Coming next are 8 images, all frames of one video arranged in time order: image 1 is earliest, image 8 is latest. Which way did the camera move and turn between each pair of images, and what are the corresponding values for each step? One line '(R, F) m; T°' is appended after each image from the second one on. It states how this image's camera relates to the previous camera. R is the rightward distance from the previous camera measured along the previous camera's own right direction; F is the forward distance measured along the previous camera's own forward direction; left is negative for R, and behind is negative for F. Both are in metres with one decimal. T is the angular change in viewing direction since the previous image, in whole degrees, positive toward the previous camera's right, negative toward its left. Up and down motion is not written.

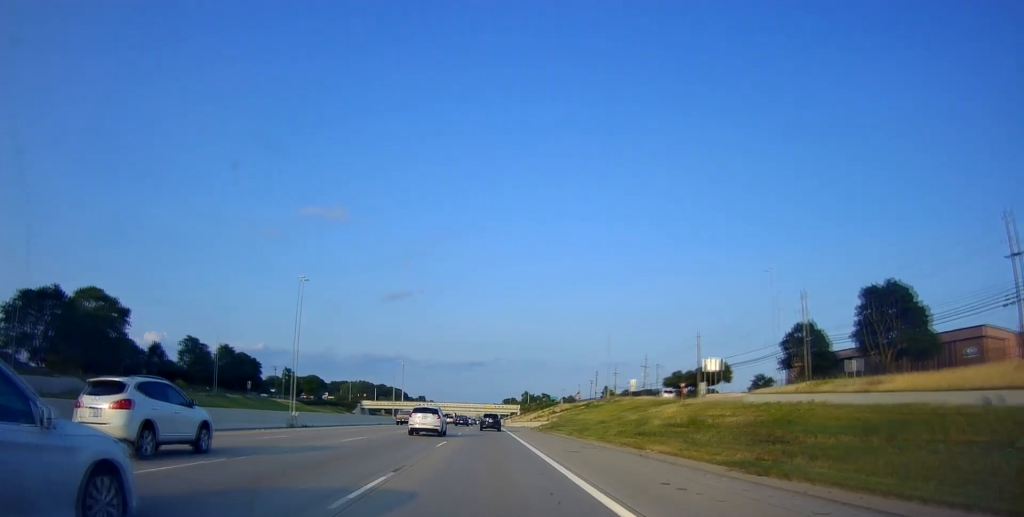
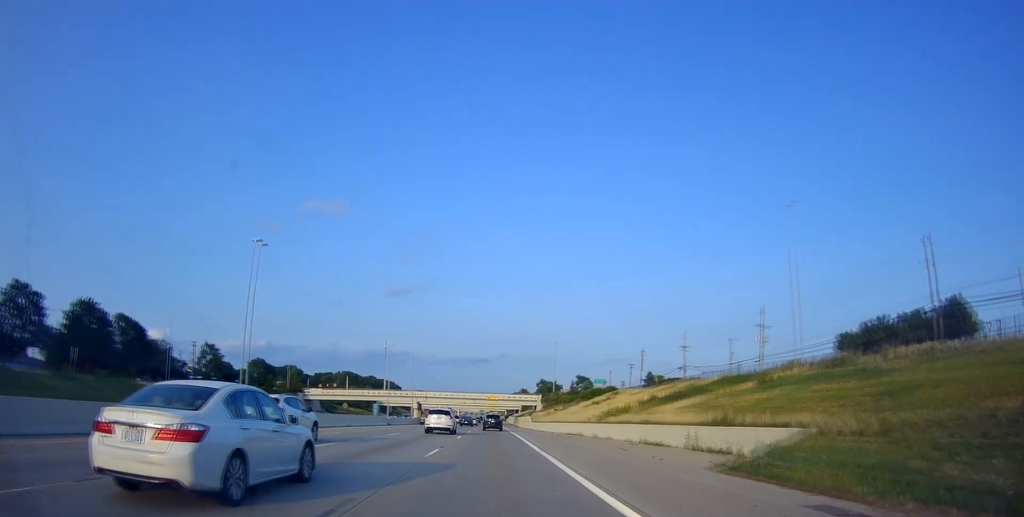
(+0.6, +67.3) m; +1°
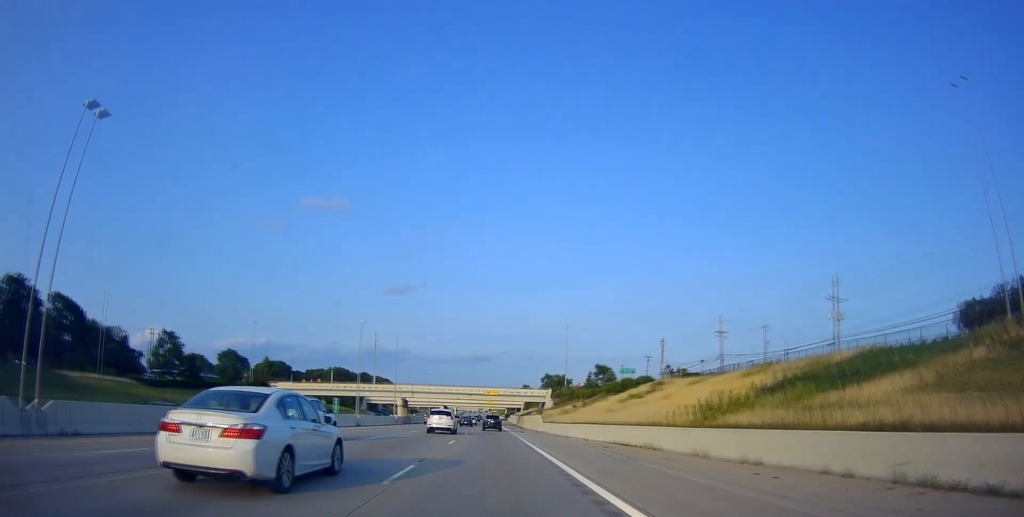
(0.0, +21.6) m; 0°
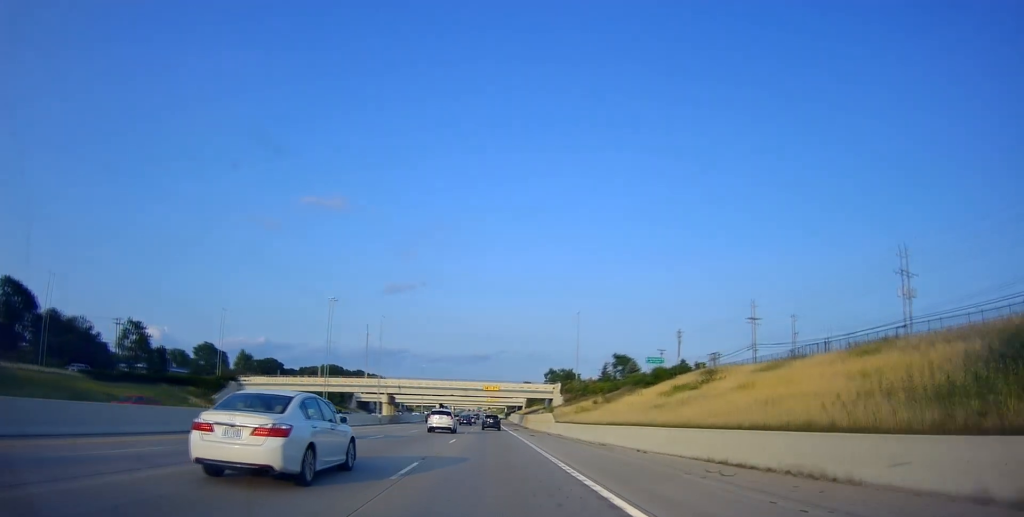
(0.0, +14.4) m; 0°
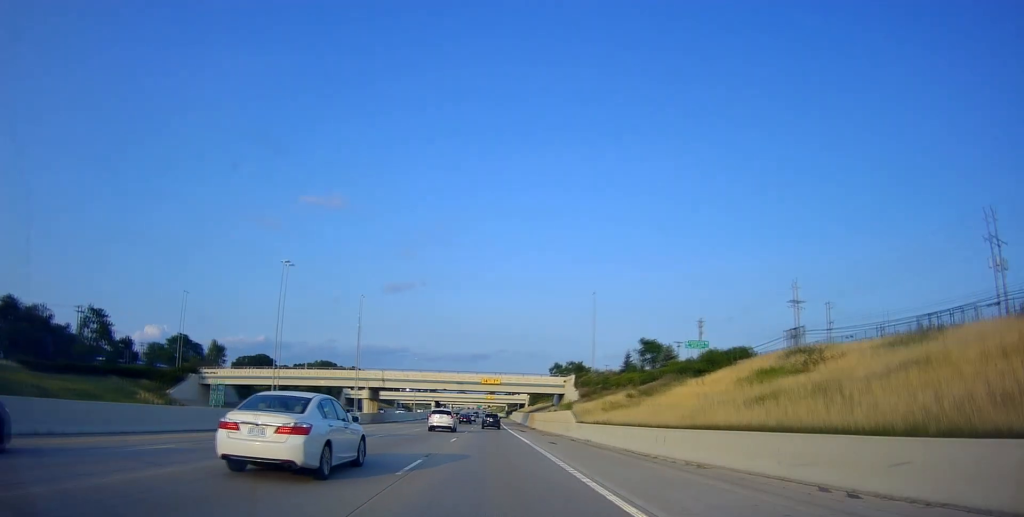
(0.0, +14.4) m; 0°
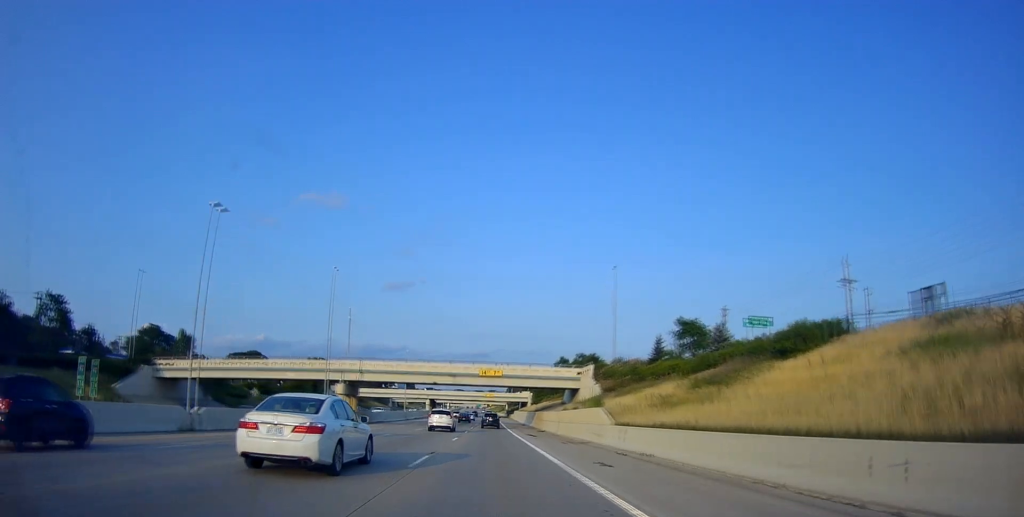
(0.0, +13.4) m; 0°
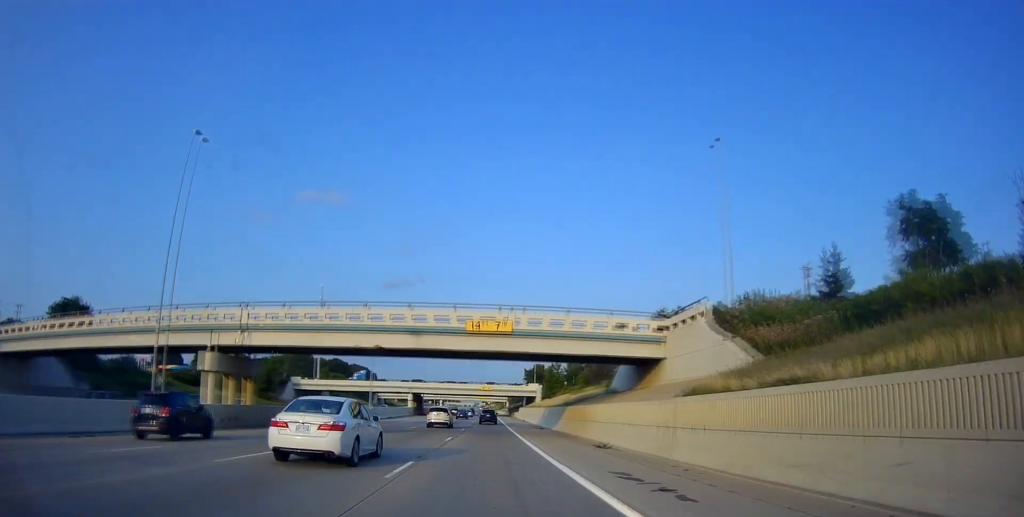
(0.0, +32.2) m; 0°
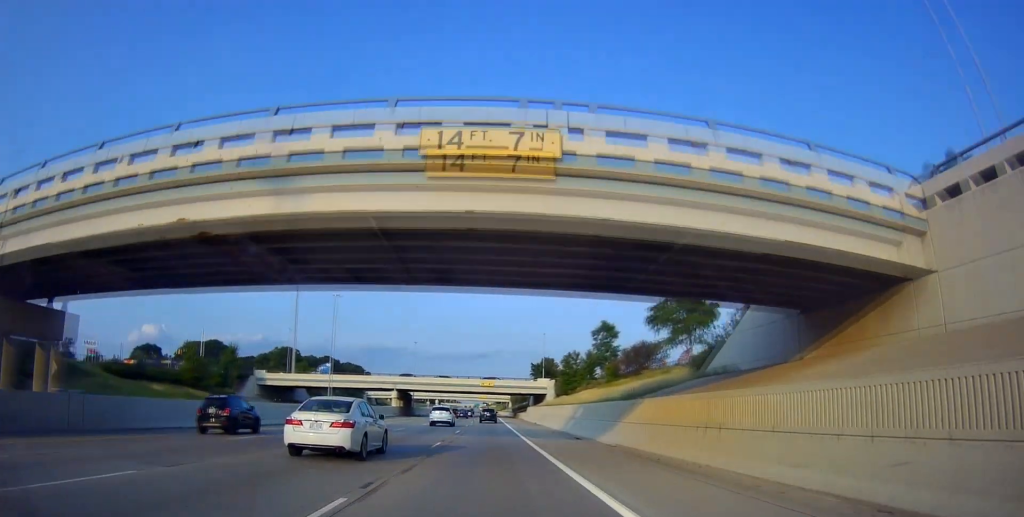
(0.0, +21.8) m; 0°
